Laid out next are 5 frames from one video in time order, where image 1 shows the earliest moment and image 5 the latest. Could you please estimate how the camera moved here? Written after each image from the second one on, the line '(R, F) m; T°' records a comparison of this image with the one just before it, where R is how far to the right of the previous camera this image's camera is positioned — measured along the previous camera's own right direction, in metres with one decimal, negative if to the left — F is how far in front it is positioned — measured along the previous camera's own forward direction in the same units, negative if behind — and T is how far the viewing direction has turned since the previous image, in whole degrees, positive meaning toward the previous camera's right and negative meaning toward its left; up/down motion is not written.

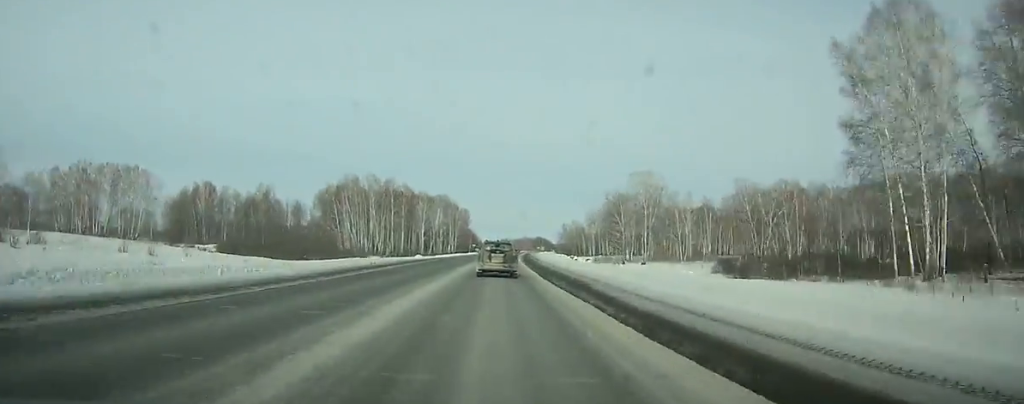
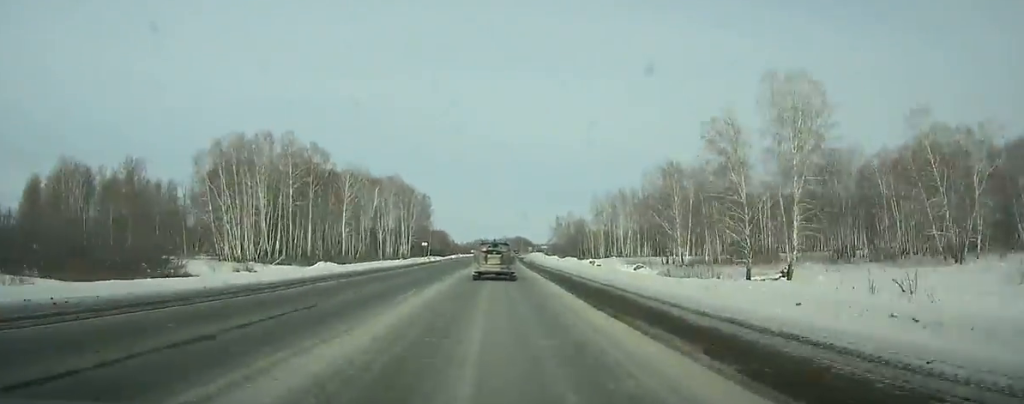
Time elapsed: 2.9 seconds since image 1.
(+1.1, +75.5) m; +1°
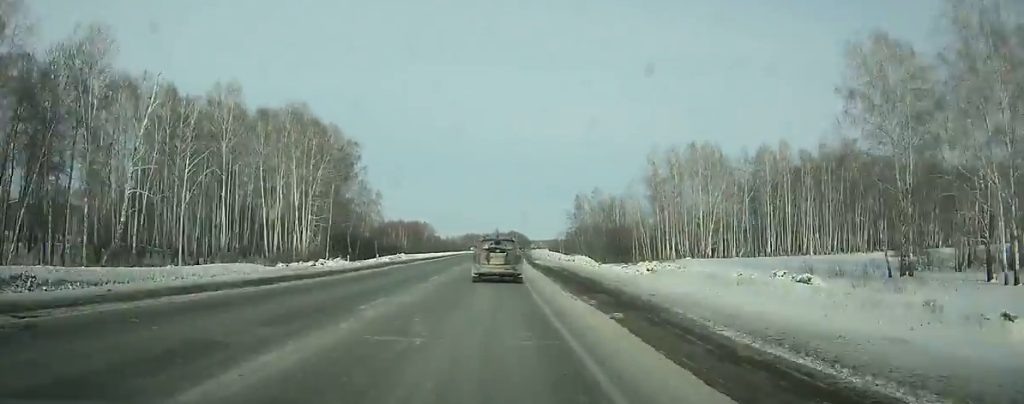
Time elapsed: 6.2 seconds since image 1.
(+1.1, +85.6) m; +1°
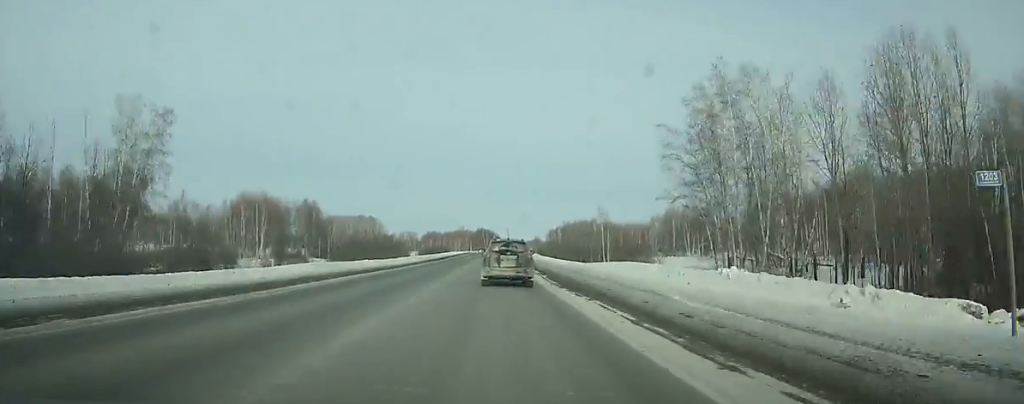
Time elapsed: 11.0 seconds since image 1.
(+2.2, +121.9) m; +2°
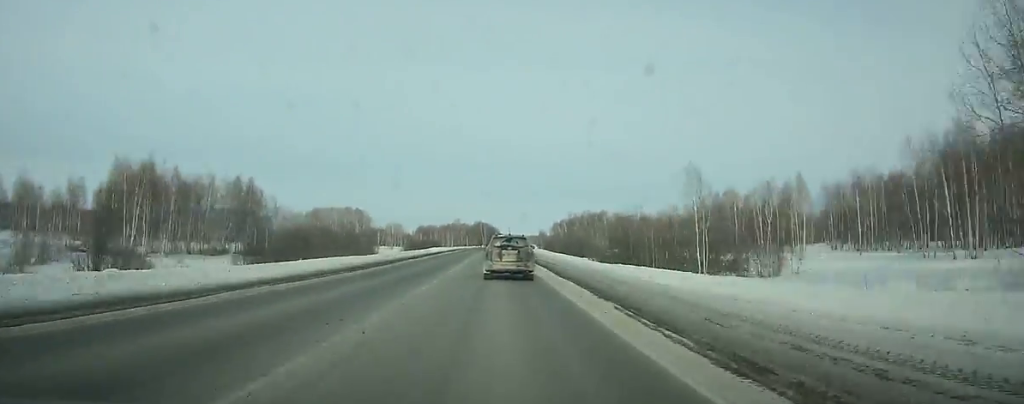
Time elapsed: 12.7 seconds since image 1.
(+0.3, +42.6) m; +1°
